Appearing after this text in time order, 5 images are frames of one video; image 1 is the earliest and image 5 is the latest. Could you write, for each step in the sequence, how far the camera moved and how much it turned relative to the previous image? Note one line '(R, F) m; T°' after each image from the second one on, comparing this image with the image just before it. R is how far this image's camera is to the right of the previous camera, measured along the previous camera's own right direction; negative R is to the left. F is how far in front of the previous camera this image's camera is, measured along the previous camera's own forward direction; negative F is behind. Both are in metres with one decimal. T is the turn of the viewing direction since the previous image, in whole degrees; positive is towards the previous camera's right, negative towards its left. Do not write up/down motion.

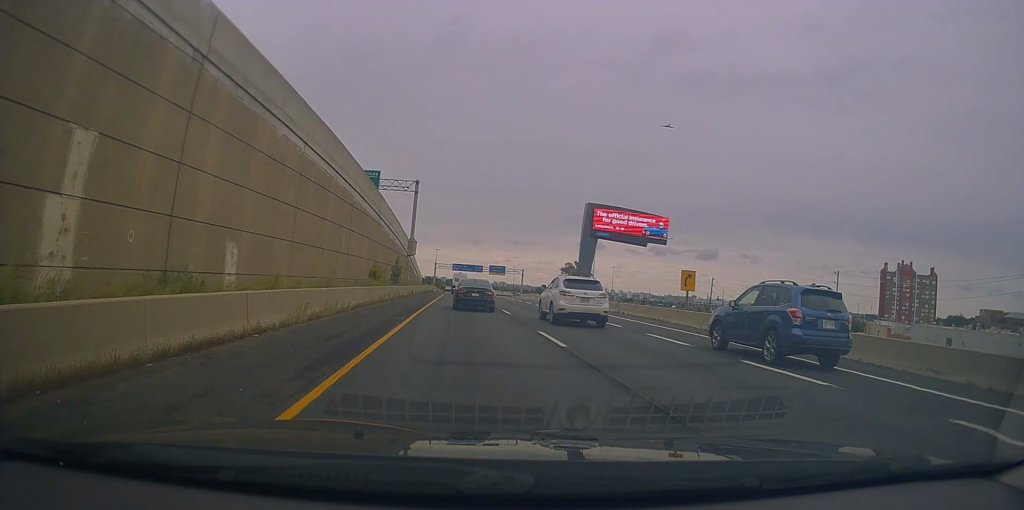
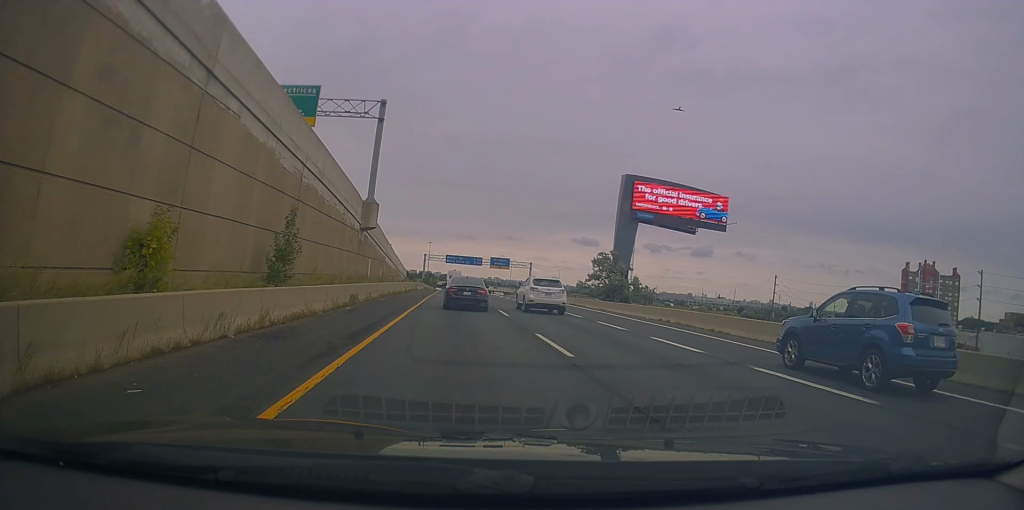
(+0.1, +26.3) m; 0°
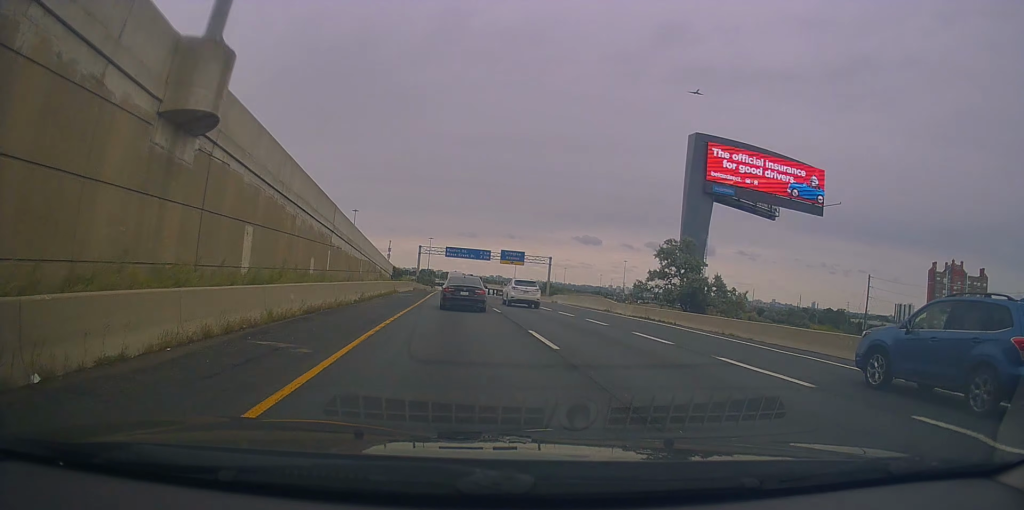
(-0.2, +23.4) m; +1°
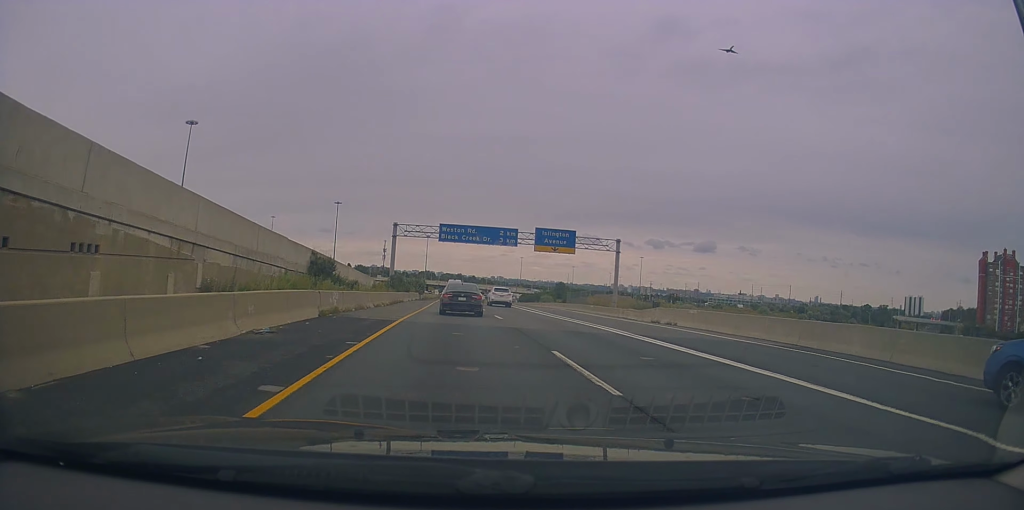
(-0.2, +42.2) m; -1°
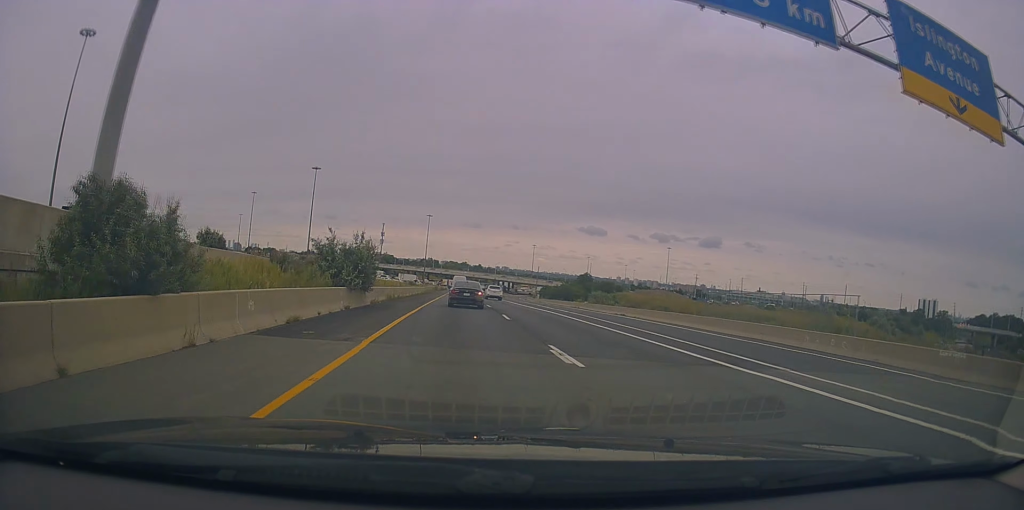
(+0.8, +49.3) m; 0°
